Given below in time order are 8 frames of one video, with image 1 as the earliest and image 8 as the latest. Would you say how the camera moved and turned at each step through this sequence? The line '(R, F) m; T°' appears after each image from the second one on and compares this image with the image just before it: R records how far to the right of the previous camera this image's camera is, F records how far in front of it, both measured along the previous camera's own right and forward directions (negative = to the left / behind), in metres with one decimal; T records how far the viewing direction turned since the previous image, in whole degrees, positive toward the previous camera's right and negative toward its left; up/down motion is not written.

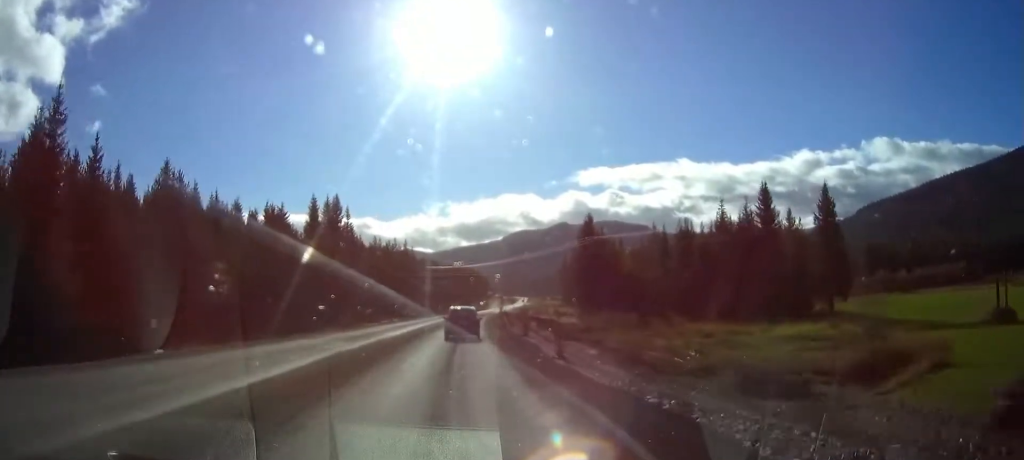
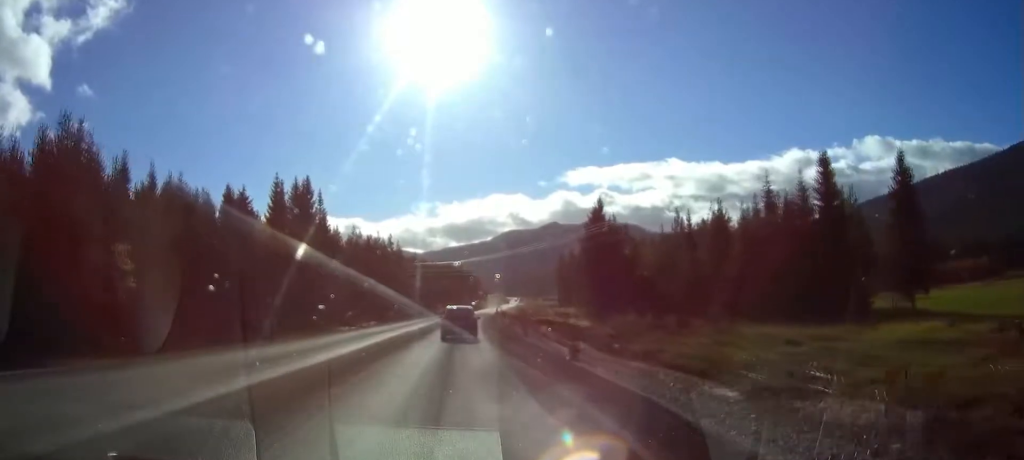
(0.0, +16.9) m; 0°
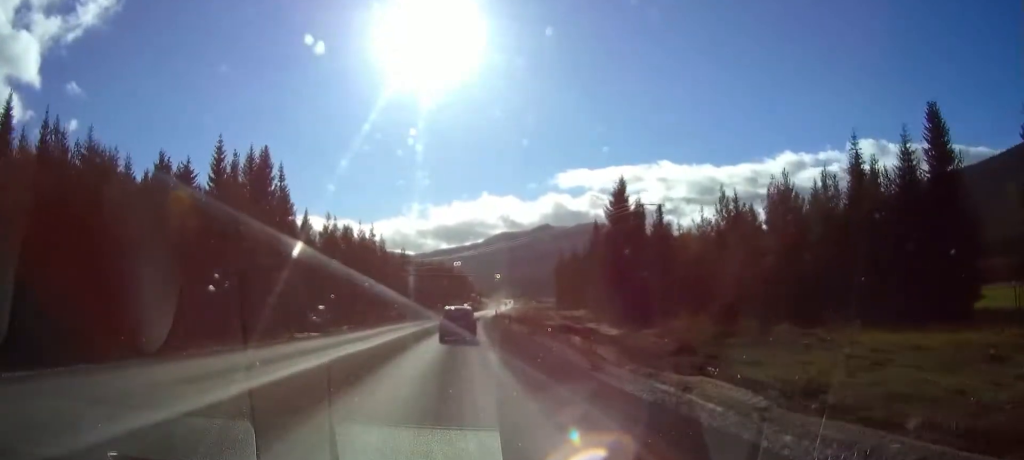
(0.0, +19.7) m; 0°
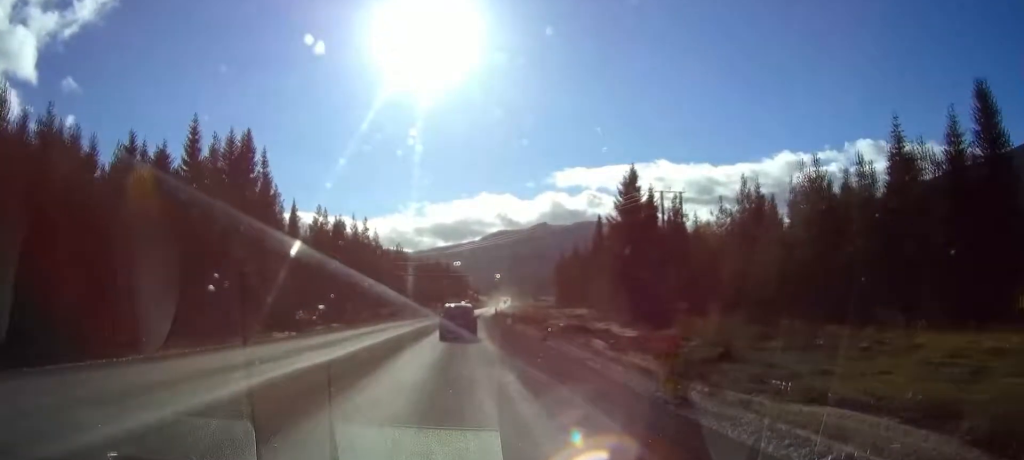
(0.0, +6.6) m; 0°
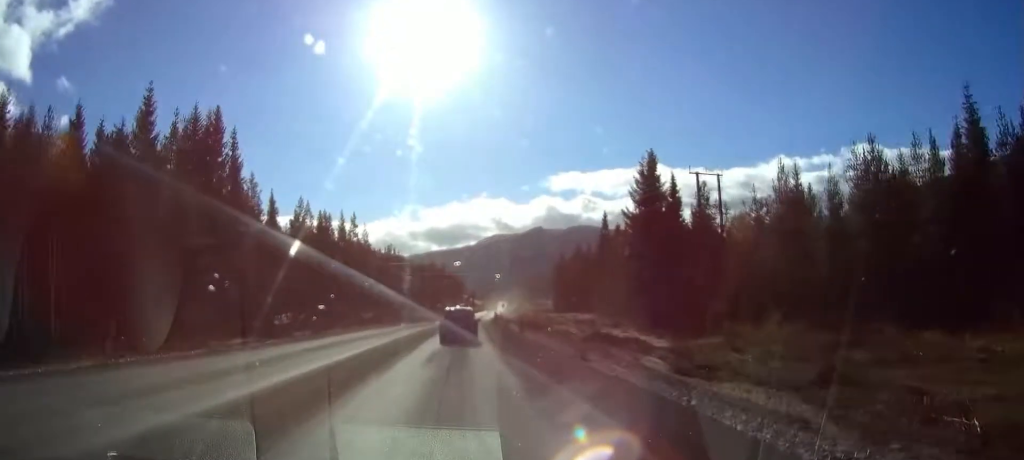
(+0.1, +9.8) m; 0°
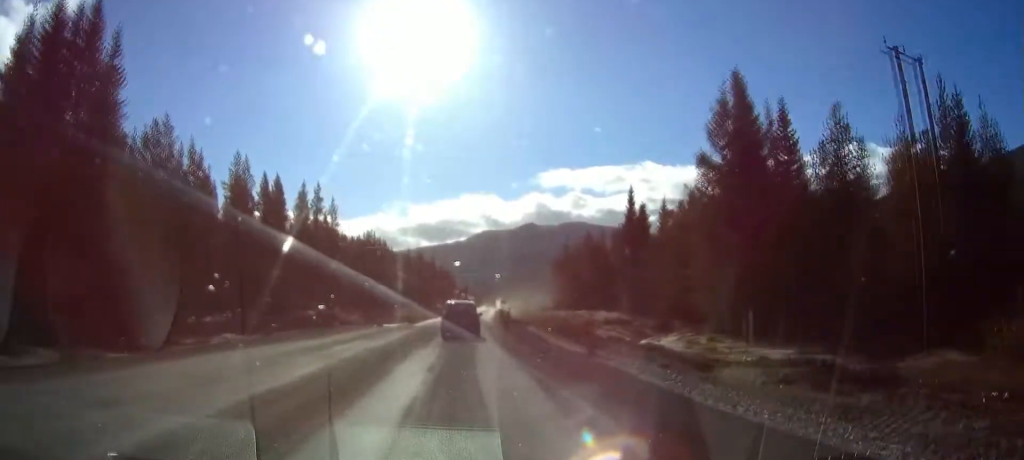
(+0.1, +24.9) m; +1°
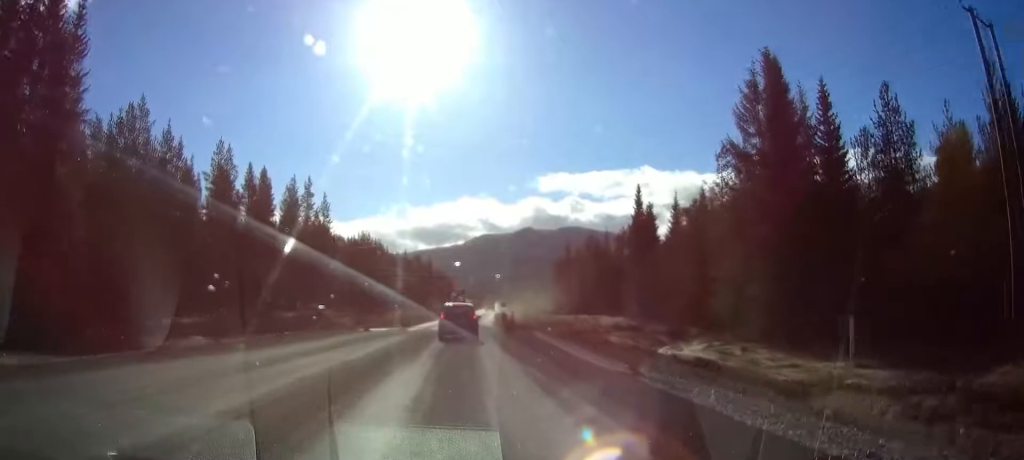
(0.0, +5.5) m; 0°
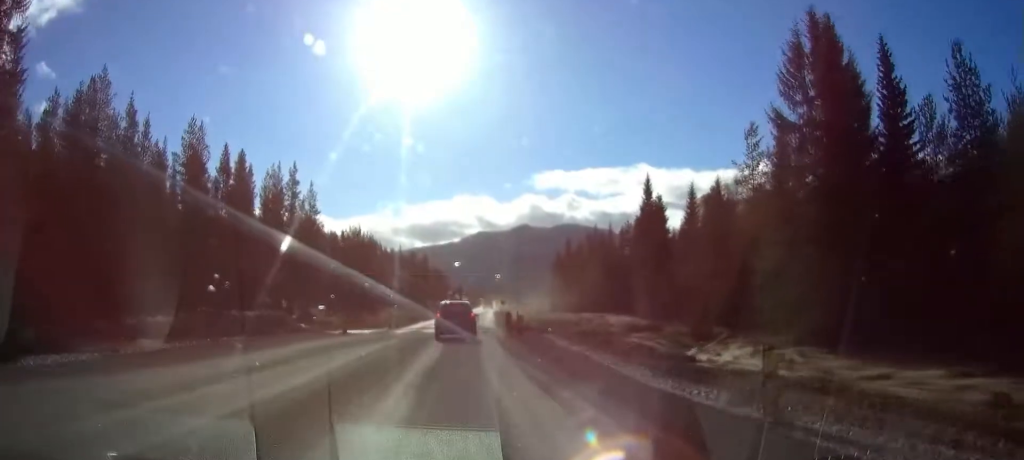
(+0.1, +6.6) m; 0°
